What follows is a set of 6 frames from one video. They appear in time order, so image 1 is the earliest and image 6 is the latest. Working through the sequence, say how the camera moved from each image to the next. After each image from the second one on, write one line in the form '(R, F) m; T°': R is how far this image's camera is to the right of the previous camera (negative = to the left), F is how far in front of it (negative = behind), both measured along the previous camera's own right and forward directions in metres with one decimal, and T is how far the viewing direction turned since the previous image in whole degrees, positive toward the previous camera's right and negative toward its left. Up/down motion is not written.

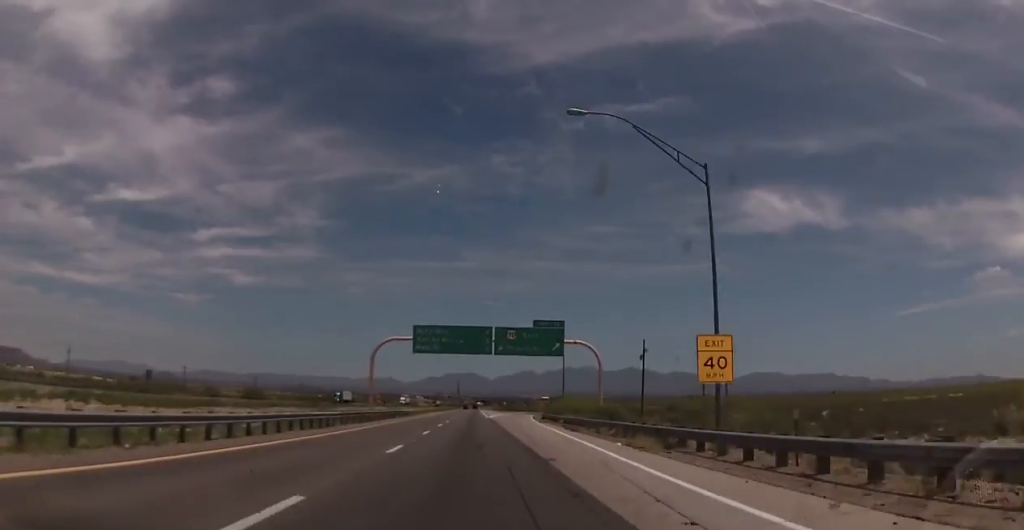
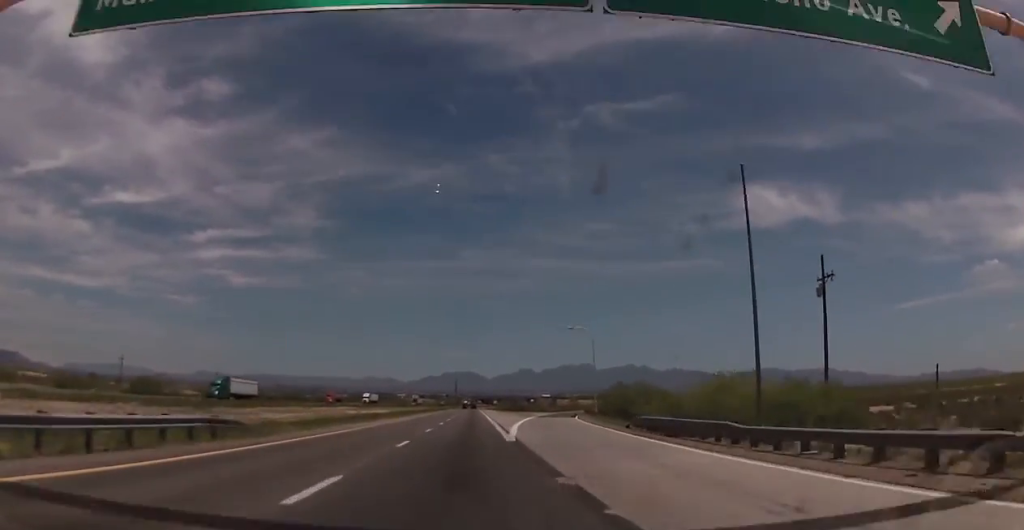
(-0.2, +58.1) m; -1°
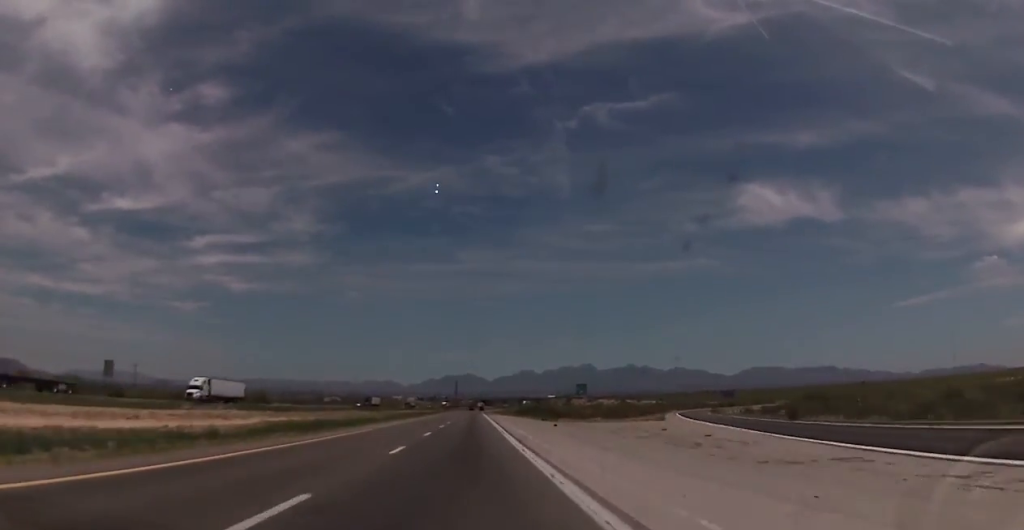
(+0.8, +87.2) m; 0°
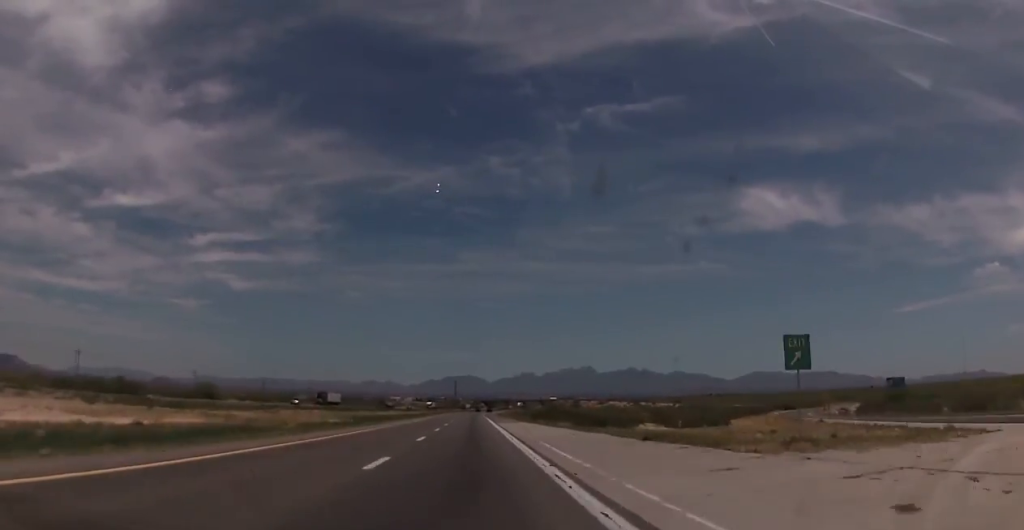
(-0.5, +41.3) m; 0°
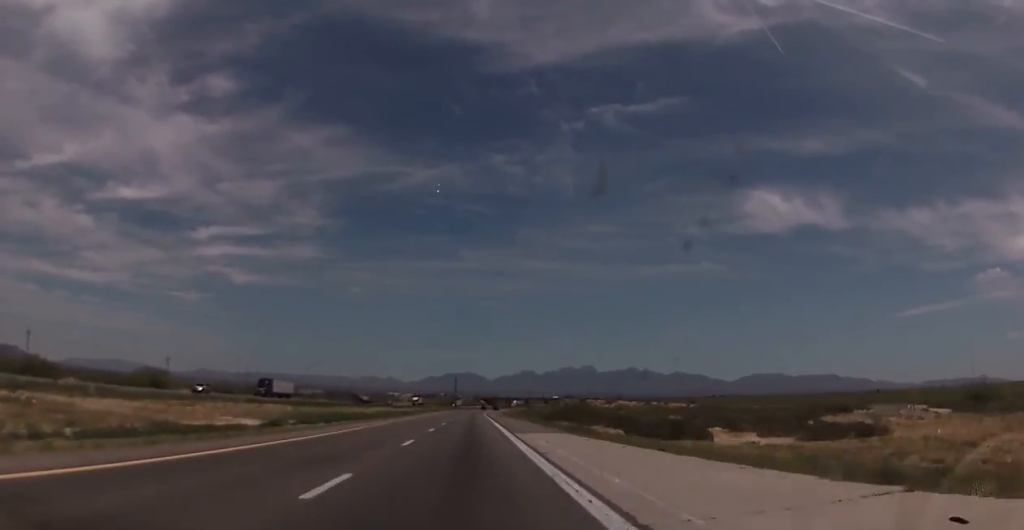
(+0.2, +29.0) m; +1°
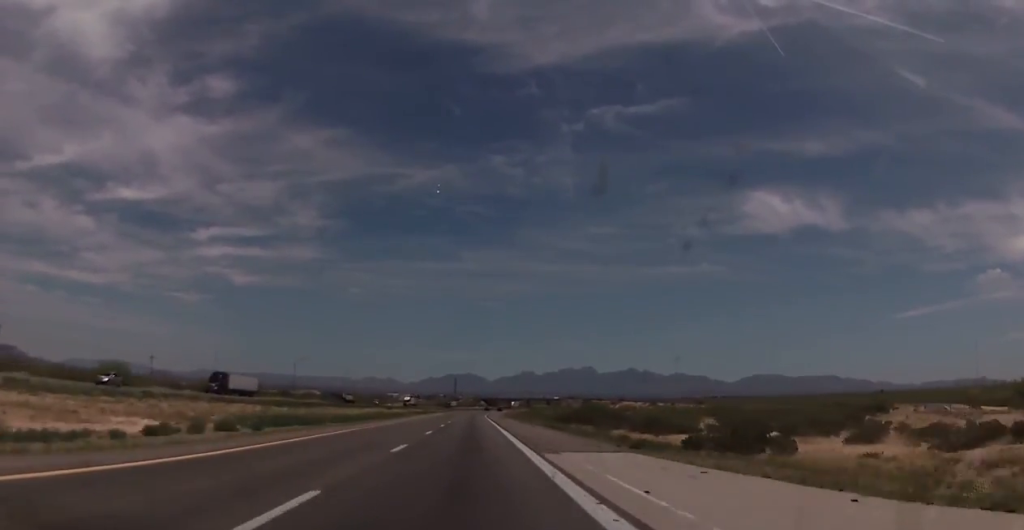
(+0.3, +14.5) m; 0°
